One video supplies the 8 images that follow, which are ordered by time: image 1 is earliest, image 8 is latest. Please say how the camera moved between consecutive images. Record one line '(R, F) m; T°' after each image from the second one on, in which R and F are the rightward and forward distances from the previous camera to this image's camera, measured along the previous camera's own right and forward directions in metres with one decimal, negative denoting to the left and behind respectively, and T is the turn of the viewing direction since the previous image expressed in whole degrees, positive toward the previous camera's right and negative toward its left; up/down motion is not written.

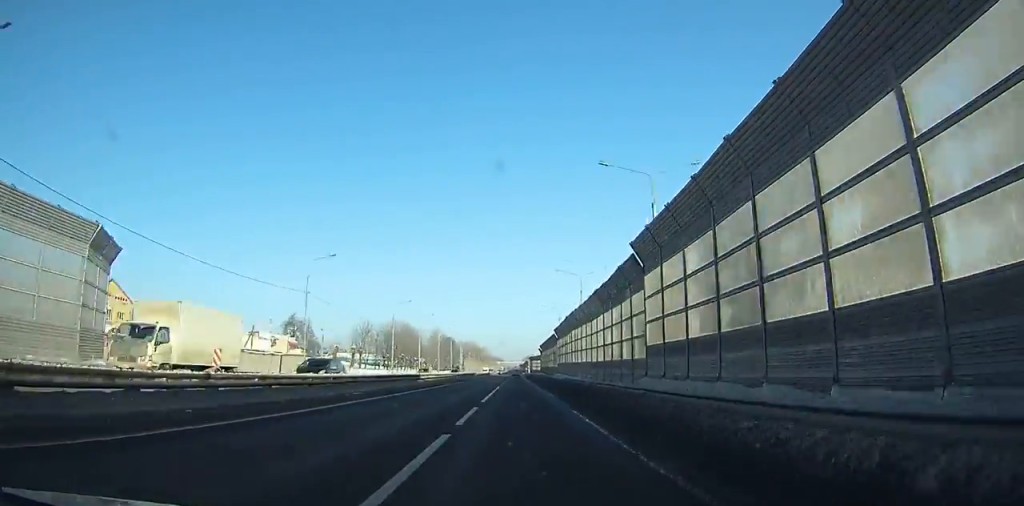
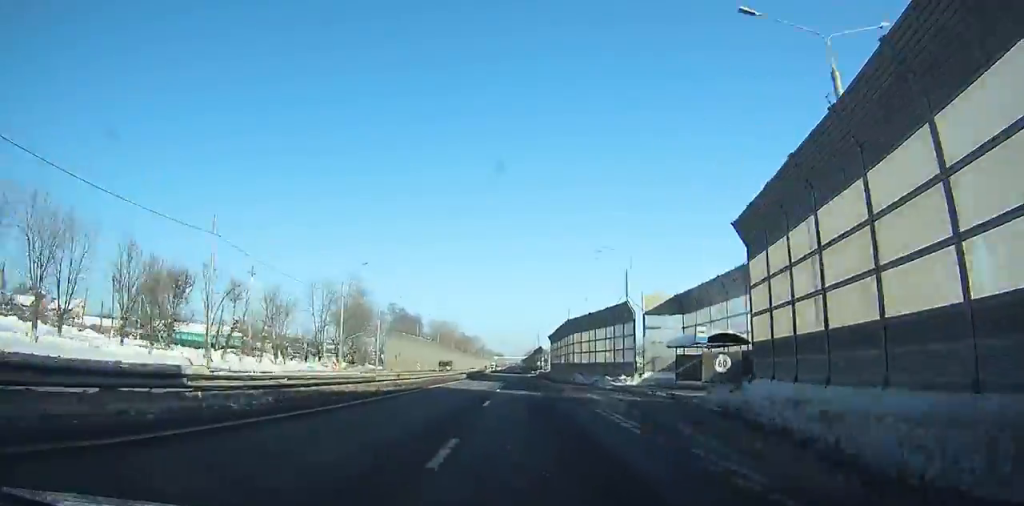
(+0.4, +127.9) m; 0°
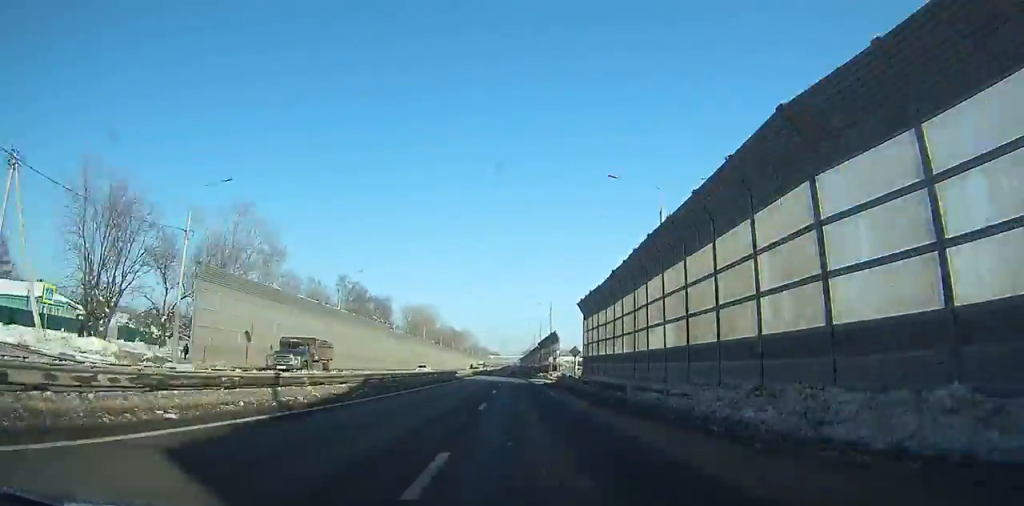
(+0.1, +52.5) m; 0°
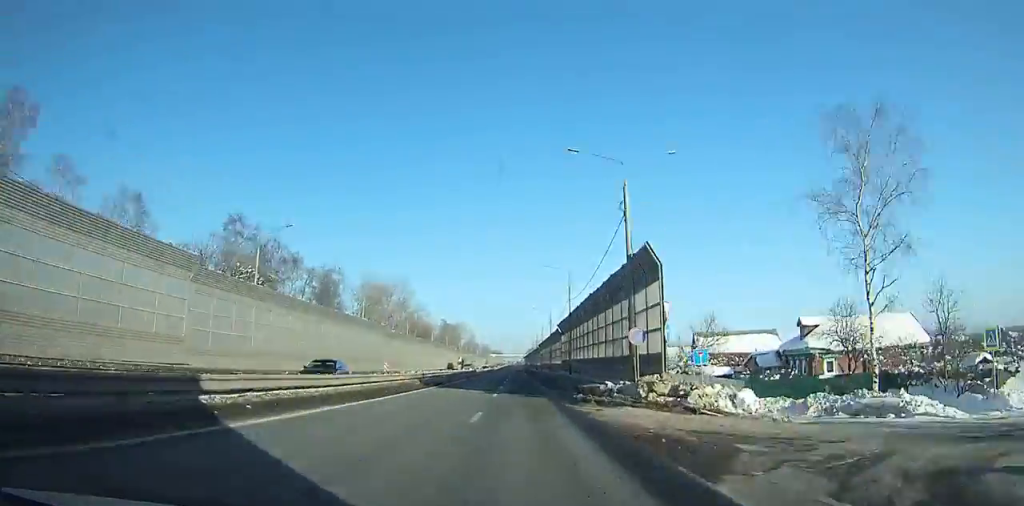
(0.0, +57.5) m; 0°
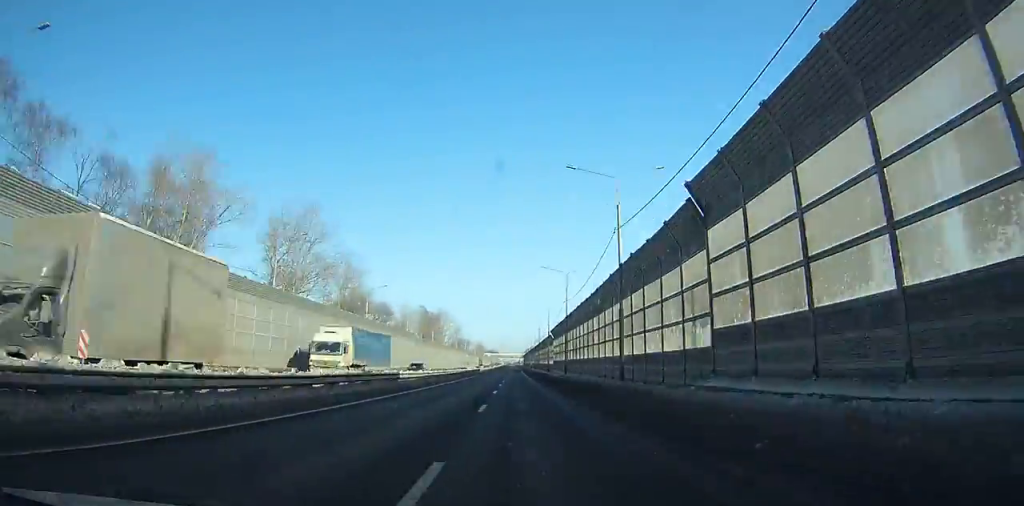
(-0.1, +63.0) m; 0°
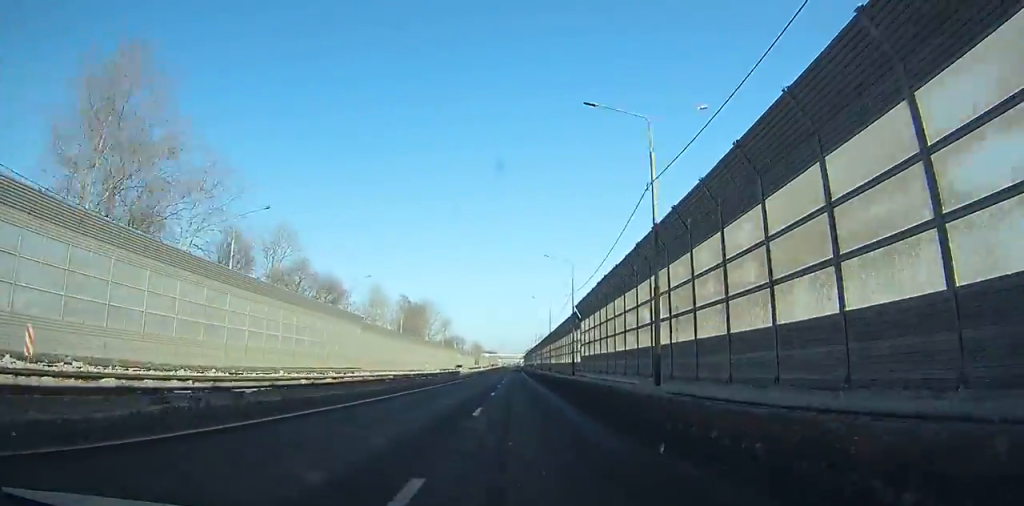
(0.0, +40.8) m; 0°
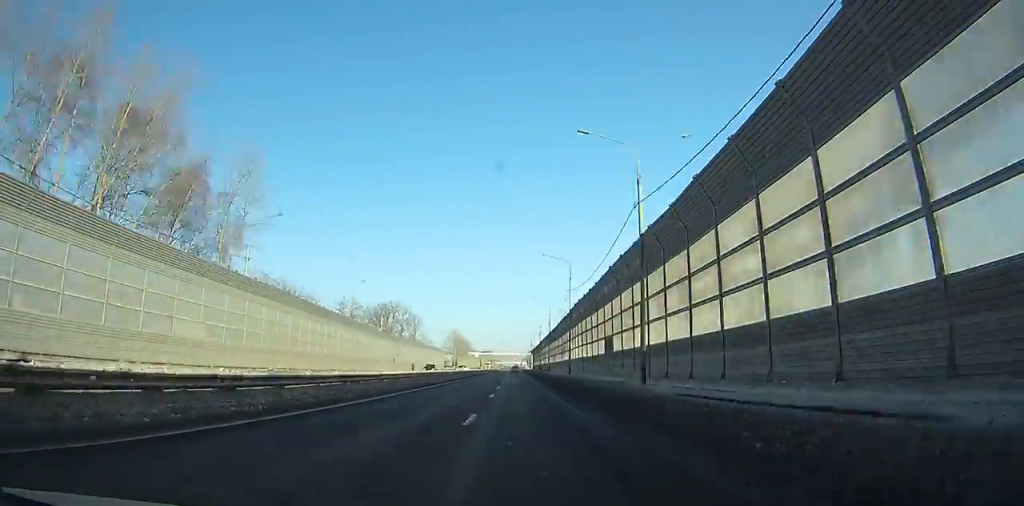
(-0.2, +155.4) m; 0°
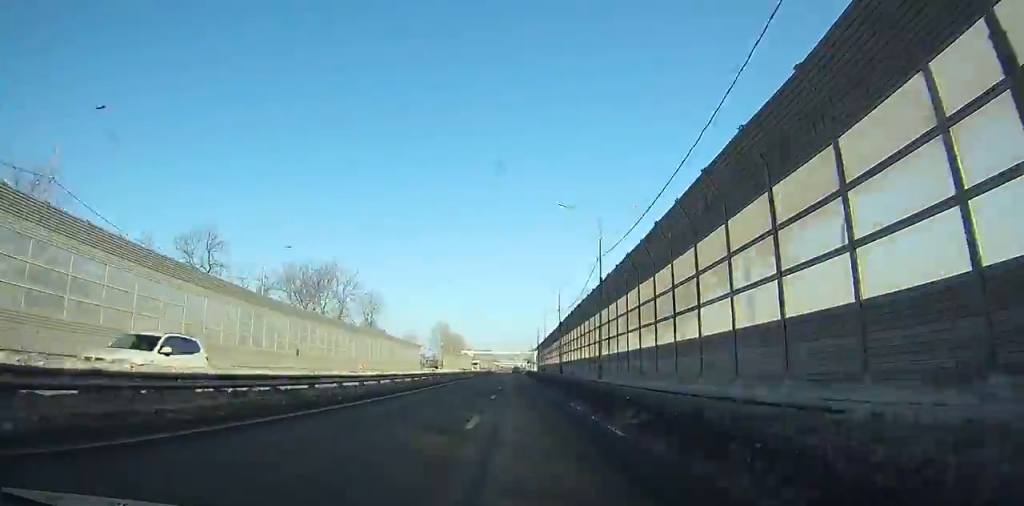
(+0.2, +48.1) m; 0°
